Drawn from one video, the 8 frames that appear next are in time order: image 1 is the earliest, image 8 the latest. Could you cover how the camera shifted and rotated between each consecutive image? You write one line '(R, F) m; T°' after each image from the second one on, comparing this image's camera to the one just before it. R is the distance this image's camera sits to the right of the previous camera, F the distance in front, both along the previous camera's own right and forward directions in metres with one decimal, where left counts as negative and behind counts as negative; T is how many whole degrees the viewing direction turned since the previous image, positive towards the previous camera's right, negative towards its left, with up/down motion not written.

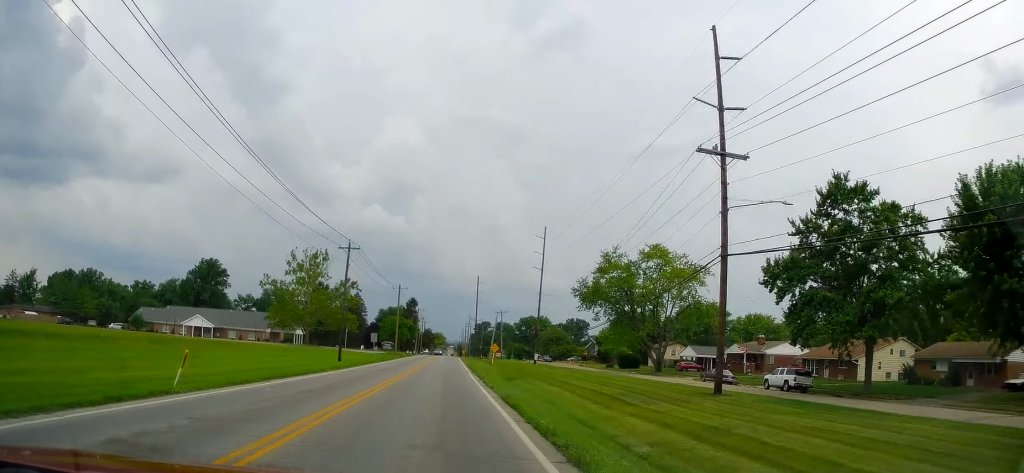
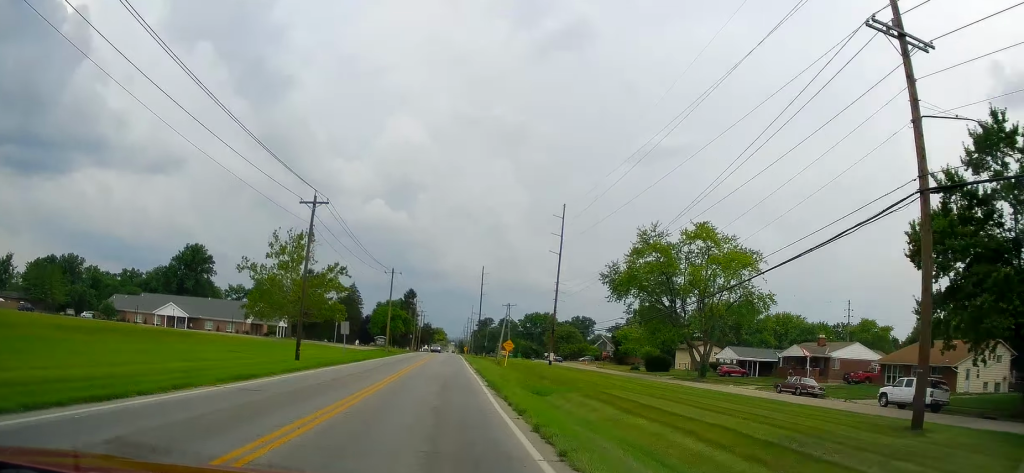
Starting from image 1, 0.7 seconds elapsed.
(-0.2, +15.7) m; 0°
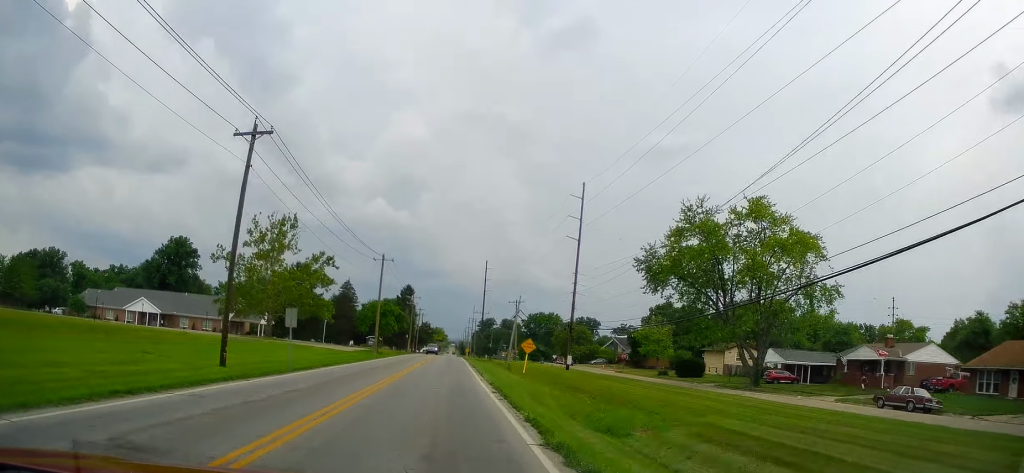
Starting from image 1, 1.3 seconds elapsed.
(+0.2, +13.4) m; +1°
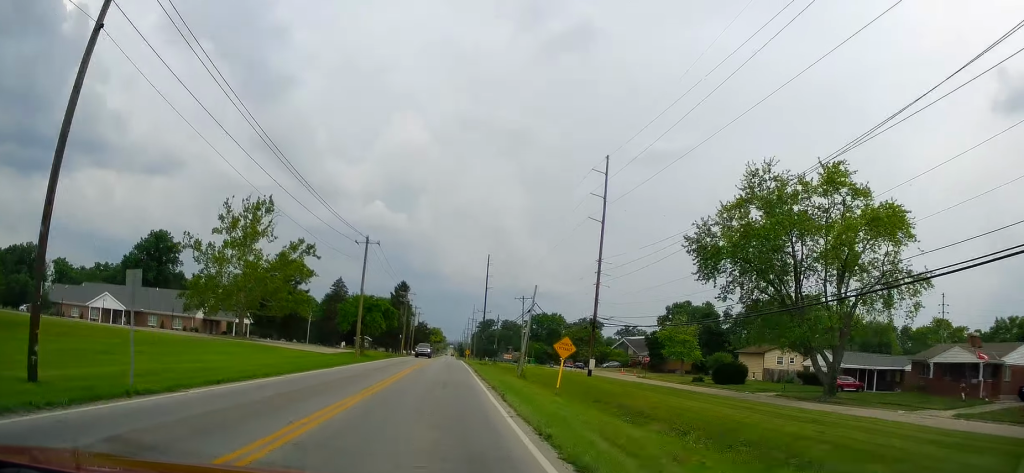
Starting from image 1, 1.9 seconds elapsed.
(+0.1, +13.2) m; 0°
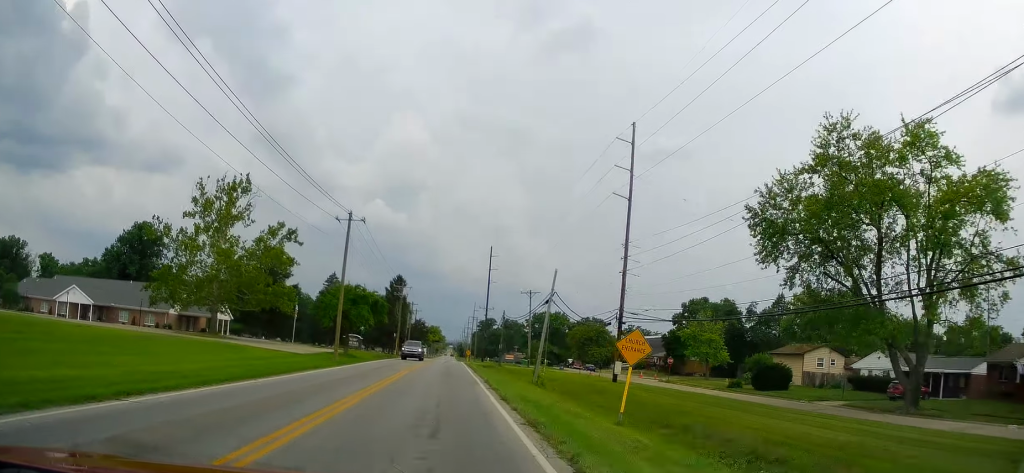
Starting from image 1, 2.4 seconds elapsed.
(+0.1, +10.2) m; -1°
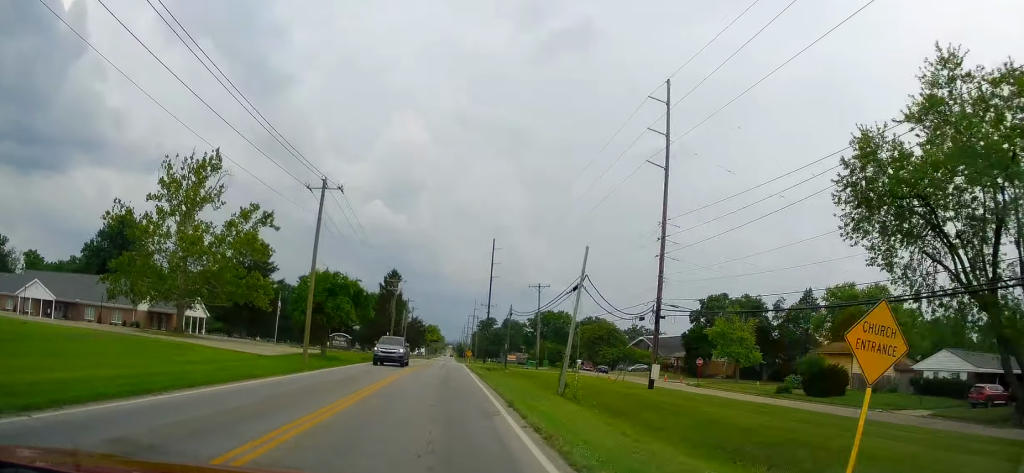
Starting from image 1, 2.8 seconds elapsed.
(-0.2, +10.3) m; 0°
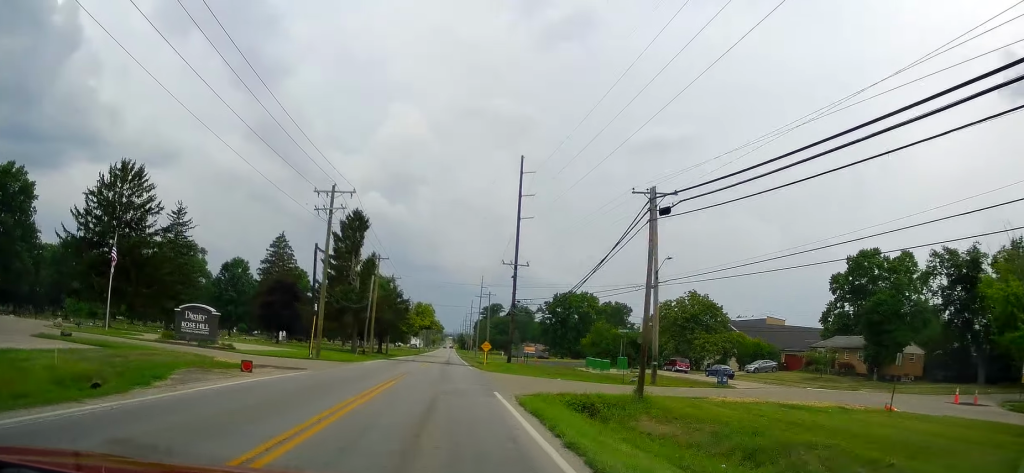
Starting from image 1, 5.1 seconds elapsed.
(+0.5, +49.2) m; 0°
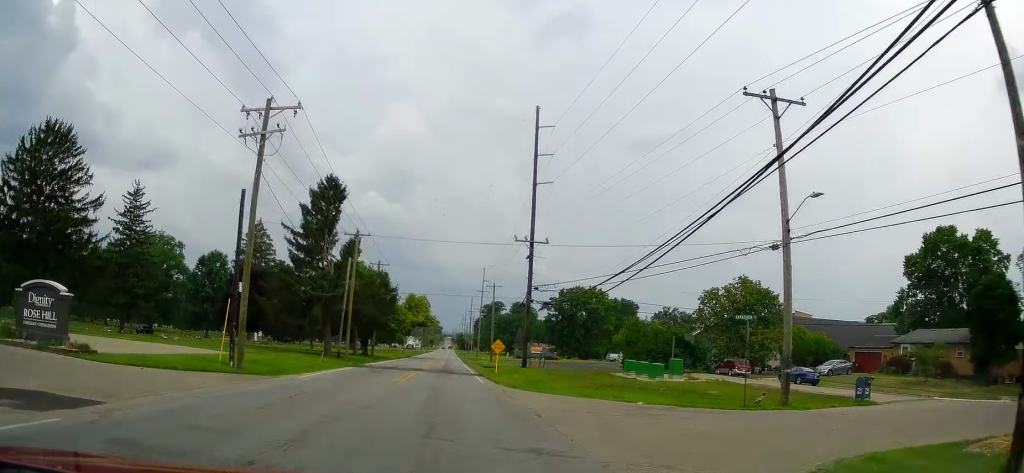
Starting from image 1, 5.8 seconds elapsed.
(-0.3, +15.5) m; -1°
